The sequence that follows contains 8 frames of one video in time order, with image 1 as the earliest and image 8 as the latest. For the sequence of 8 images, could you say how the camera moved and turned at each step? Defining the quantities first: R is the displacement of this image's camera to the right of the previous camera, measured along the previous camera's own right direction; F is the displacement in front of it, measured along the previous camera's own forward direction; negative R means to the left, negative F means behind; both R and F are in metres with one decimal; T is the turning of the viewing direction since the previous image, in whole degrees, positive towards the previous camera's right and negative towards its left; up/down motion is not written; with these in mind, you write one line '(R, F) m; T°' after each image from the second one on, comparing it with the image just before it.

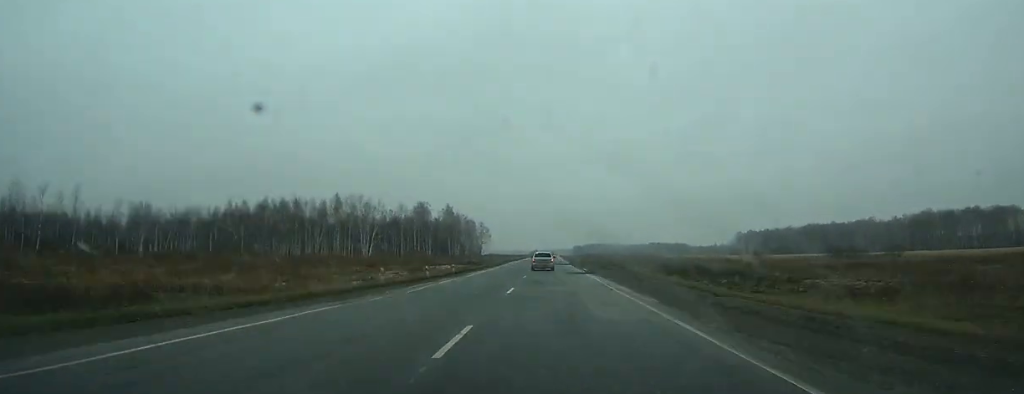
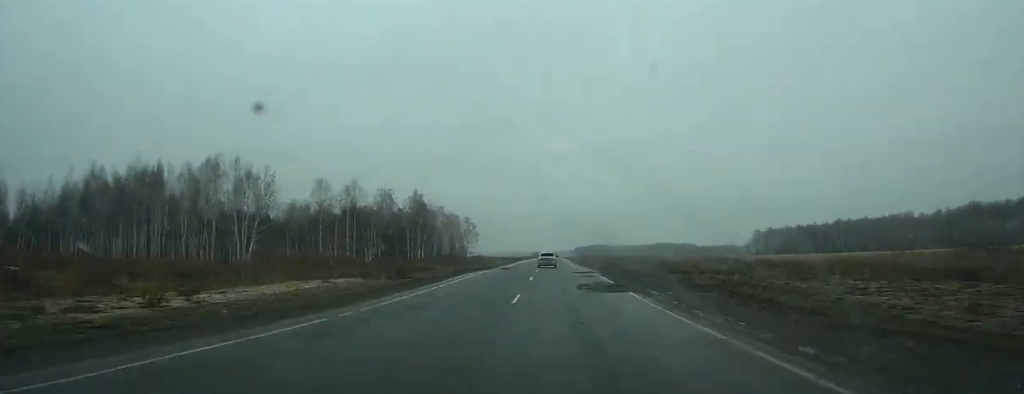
(0.0, +52.0) m; 0°
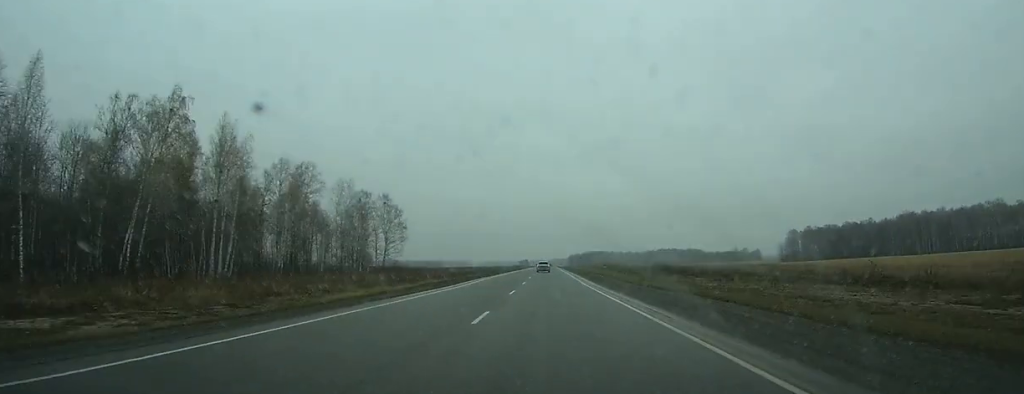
(+0.5, +98.8) m; +1°
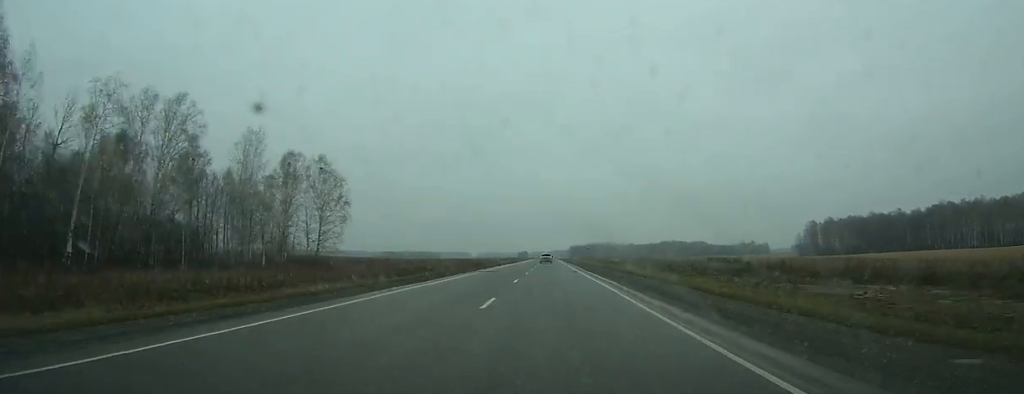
(+0.1, +33.6) m; 0°
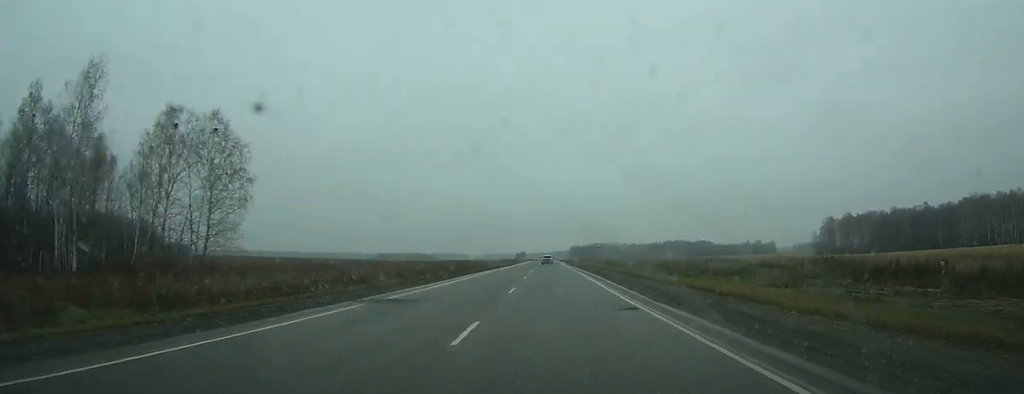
(0.0, +29.9) m; 0°
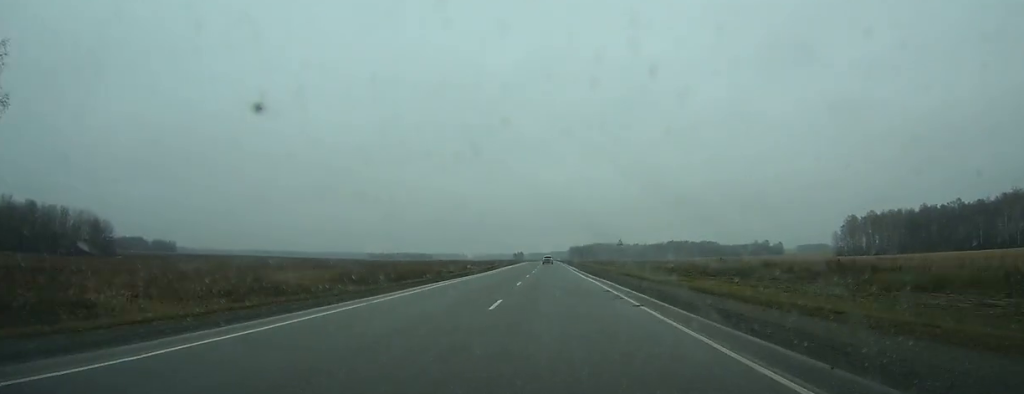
(-0.1, +32.4) m; 0°
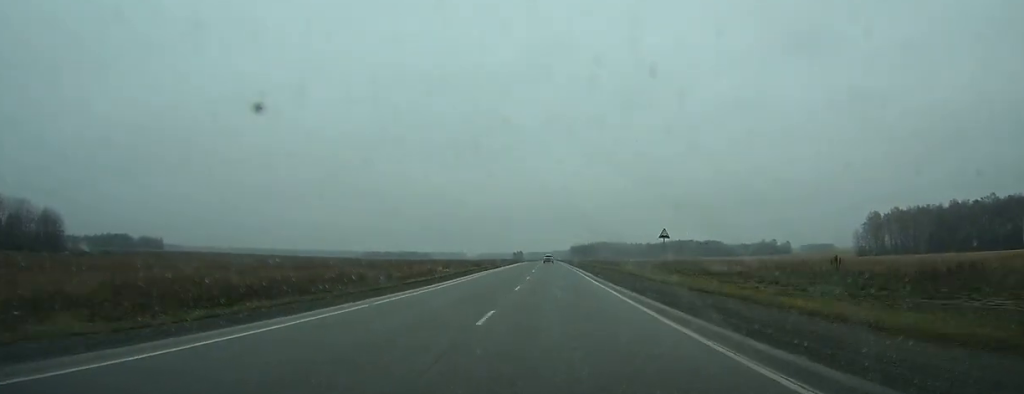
(+0.1, +28.3) m; 0°
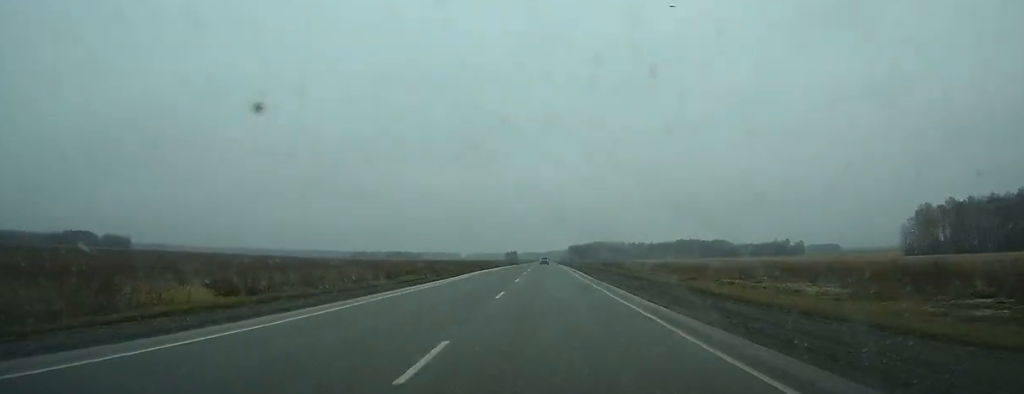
(+0.1, +55.8) m; 0°
